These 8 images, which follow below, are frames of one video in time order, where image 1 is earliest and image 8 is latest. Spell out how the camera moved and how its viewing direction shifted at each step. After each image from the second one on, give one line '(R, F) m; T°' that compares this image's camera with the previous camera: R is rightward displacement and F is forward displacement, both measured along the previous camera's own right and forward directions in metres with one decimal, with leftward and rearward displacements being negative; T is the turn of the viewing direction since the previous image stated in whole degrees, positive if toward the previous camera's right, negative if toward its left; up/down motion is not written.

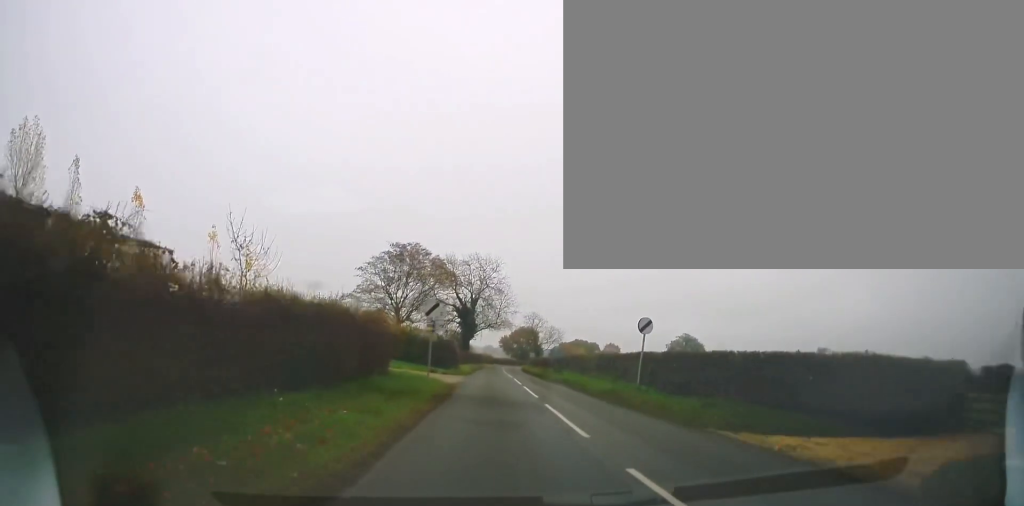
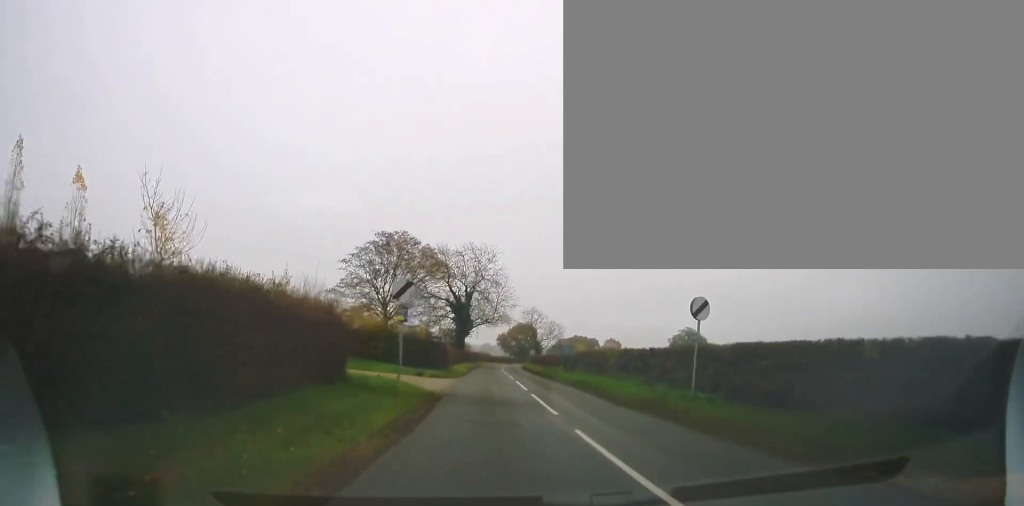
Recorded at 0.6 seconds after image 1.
(0.0, +6.0) m; 0°
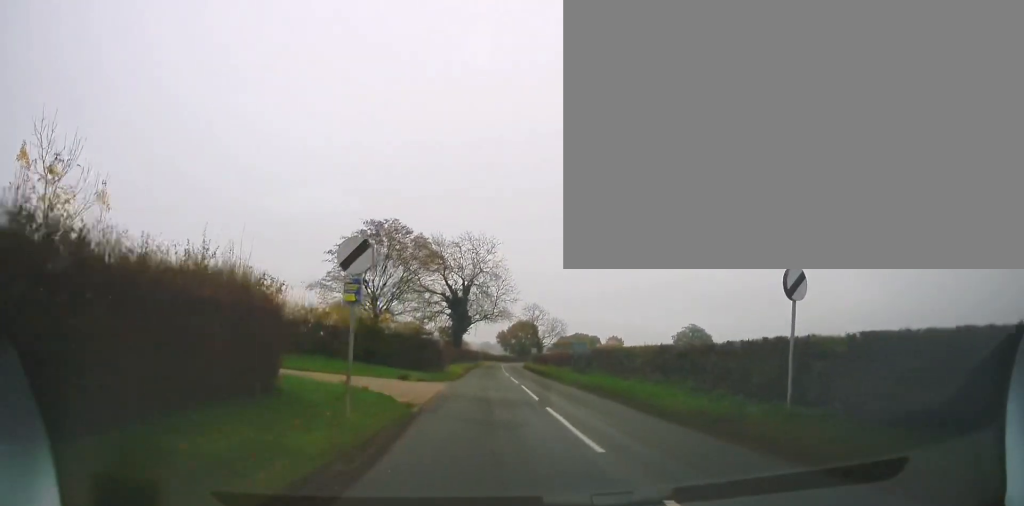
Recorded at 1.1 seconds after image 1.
(0.0, +5.3) m; 0°
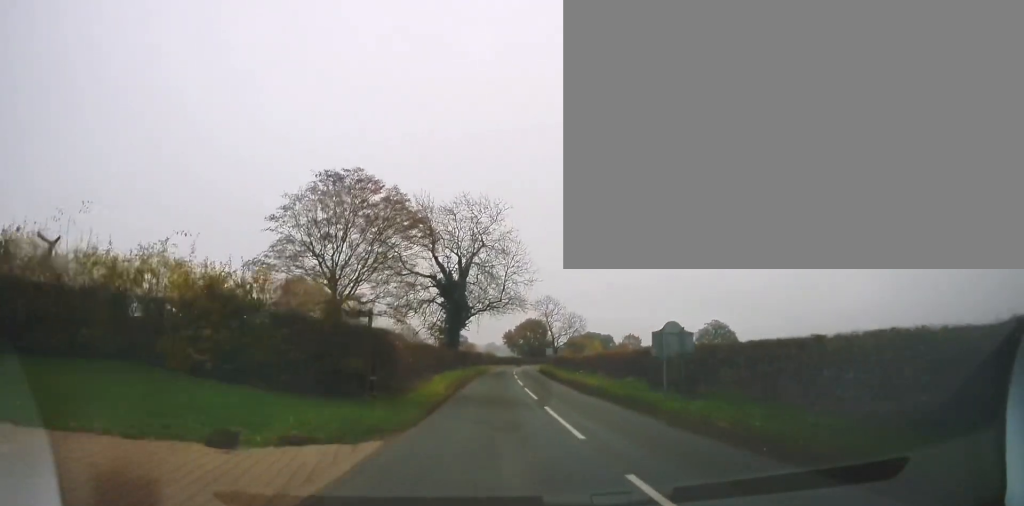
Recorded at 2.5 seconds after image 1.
(+0.1, +15.8) m; 0°
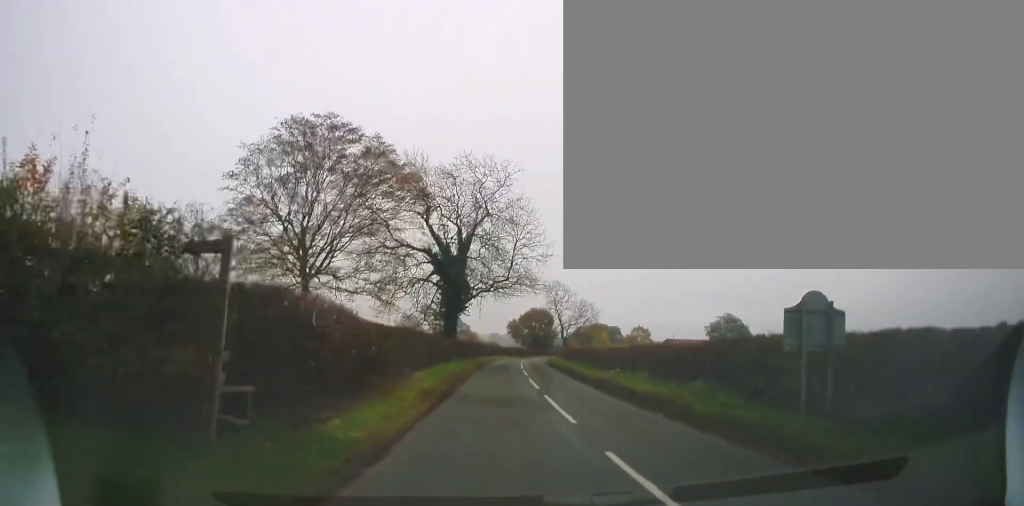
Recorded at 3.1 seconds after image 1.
(0.0, +7.9) m; 0°
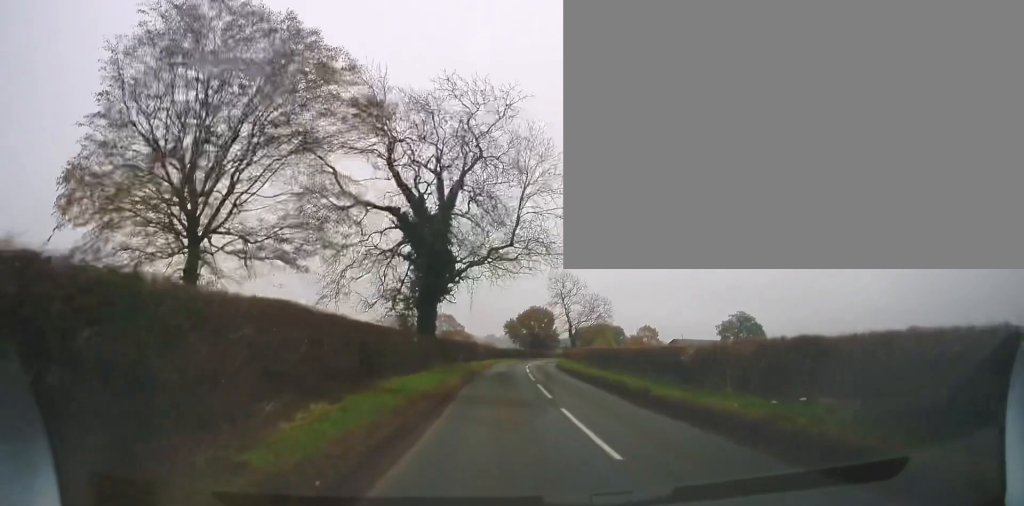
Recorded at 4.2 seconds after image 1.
(0.0, +12.9) m; 0°
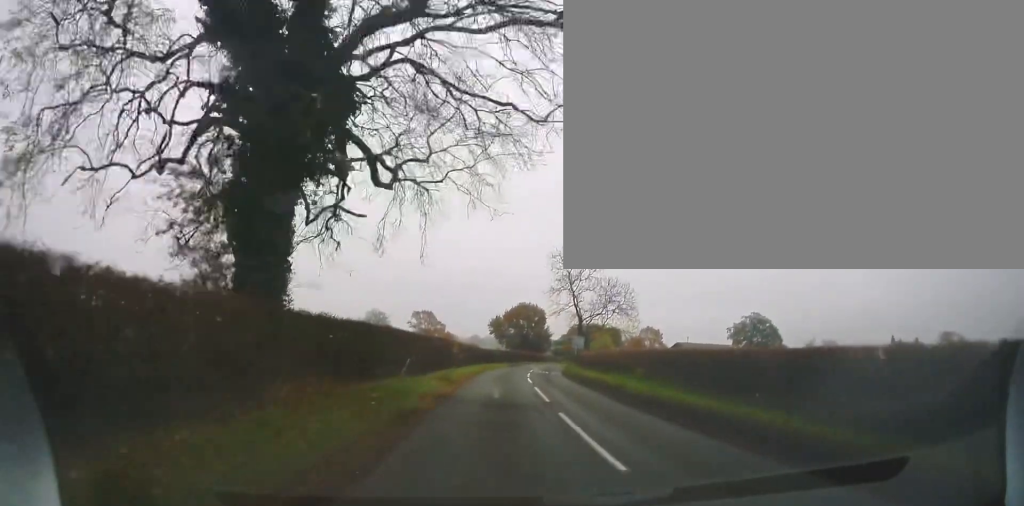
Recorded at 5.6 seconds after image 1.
(+0.1, +18.3) m; 0°
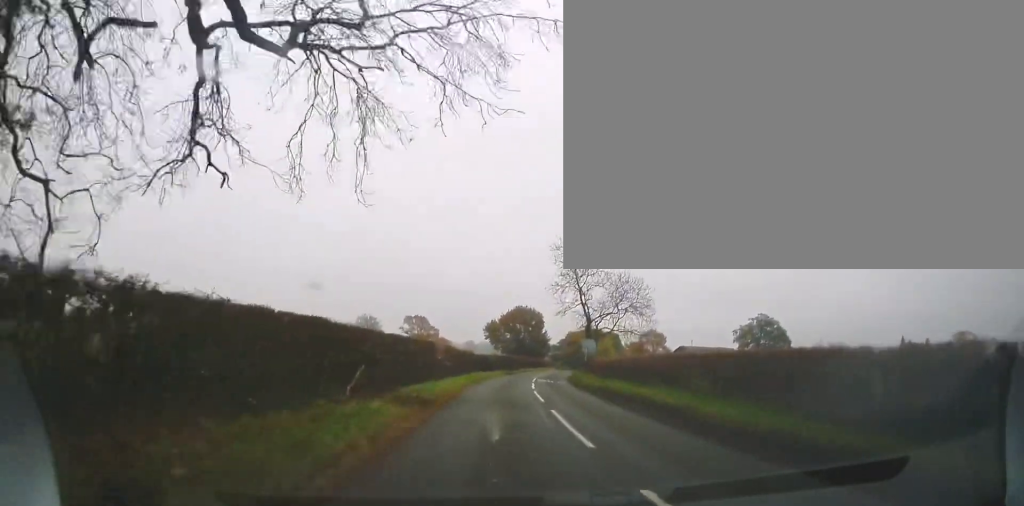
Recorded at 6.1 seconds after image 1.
(0.0, +7.2) m; 0°
